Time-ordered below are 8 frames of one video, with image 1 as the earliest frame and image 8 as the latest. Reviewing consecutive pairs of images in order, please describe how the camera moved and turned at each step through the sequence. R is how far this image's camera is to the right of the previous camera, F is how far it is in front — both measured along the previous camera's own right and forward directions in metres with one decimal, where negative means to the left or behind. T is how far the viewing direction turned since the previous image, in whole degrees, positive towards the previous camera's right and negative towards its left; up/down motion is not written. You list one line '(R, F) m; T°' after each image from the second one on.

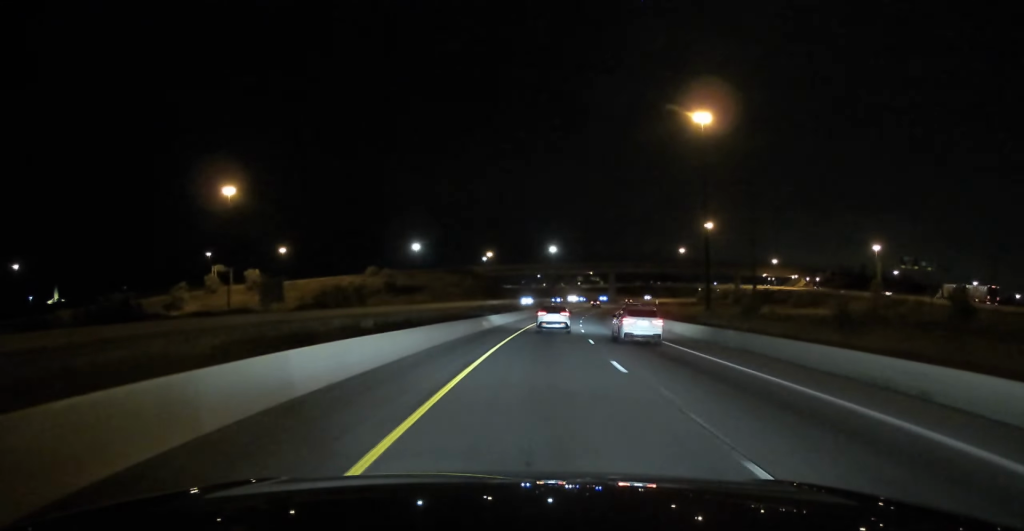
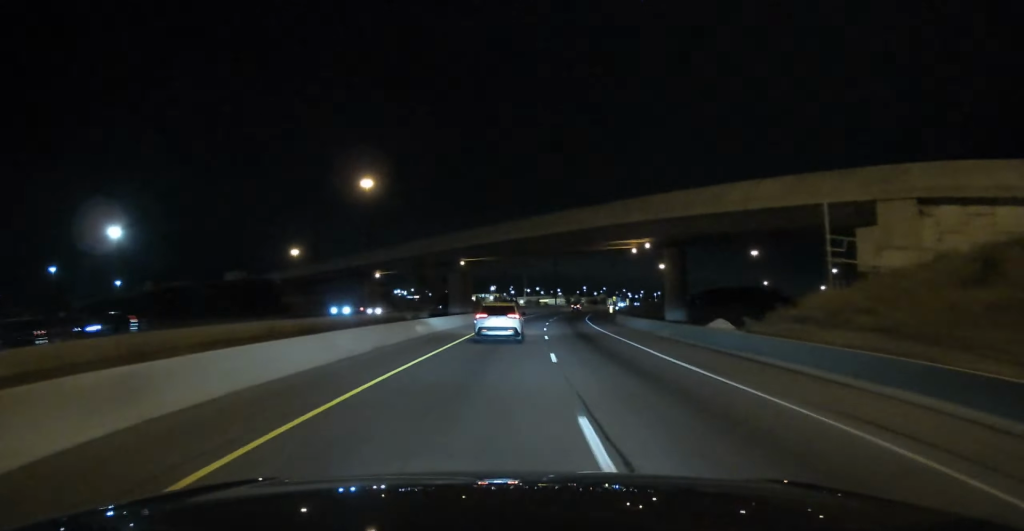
(+72.7, +299.8) m; +27°
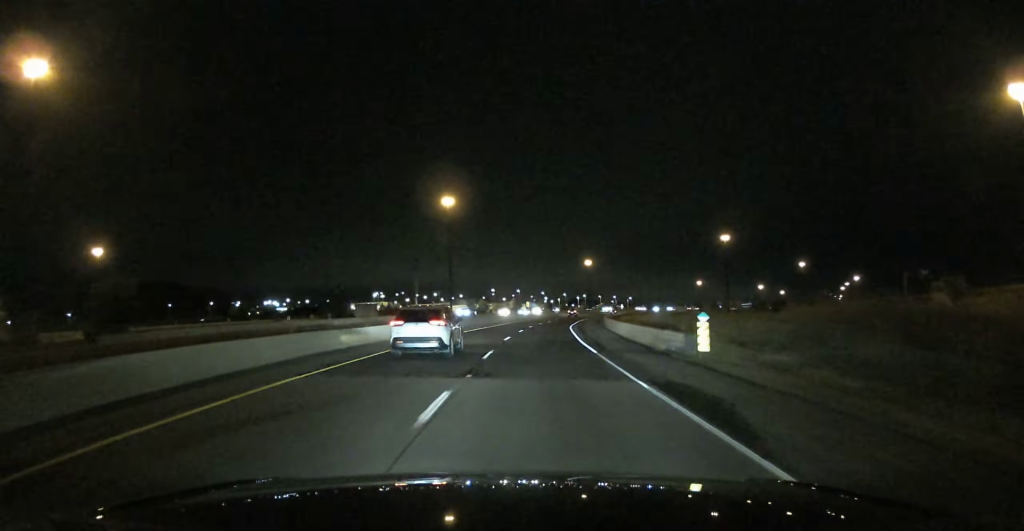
(+10.2, +108.3) m; +9°
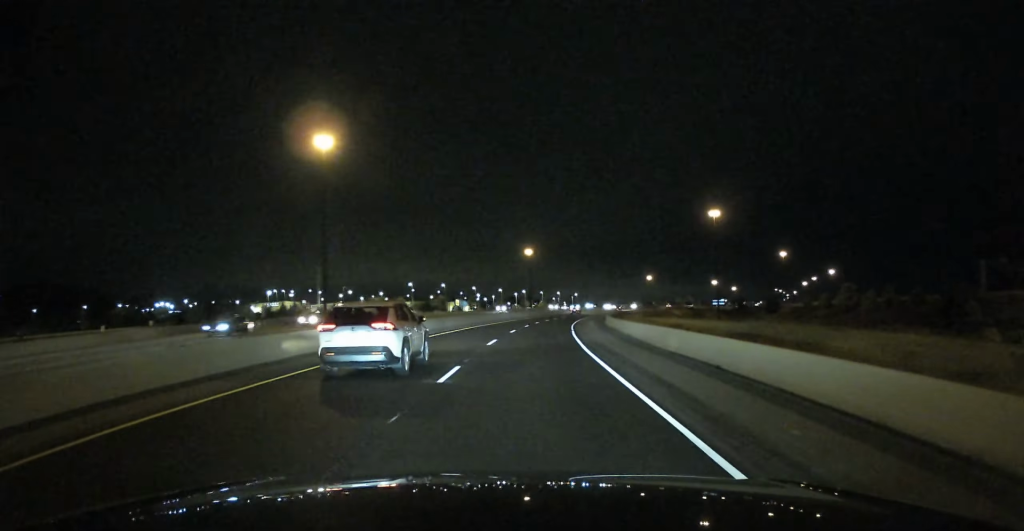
(+0.4, +73.5) m; +6°
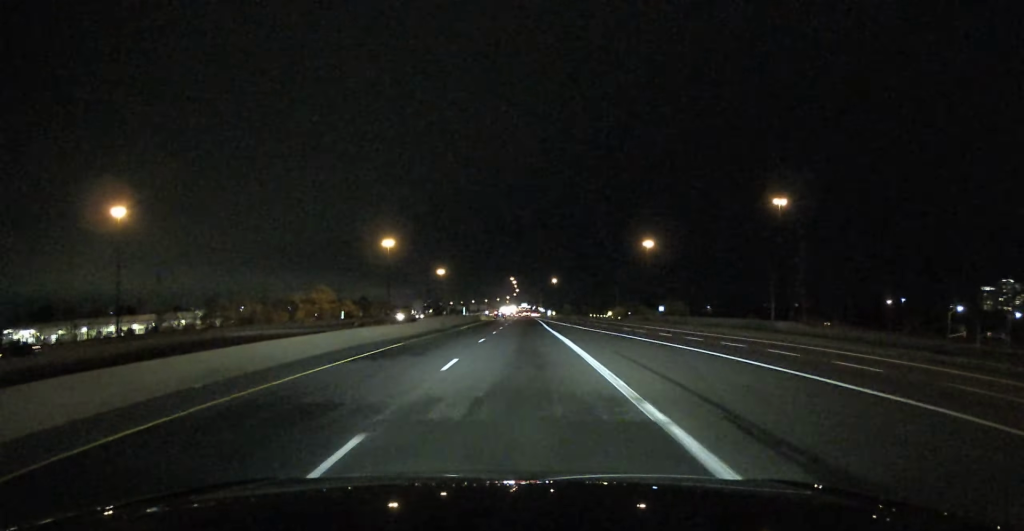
(+131.7, +487.3) m; +20°
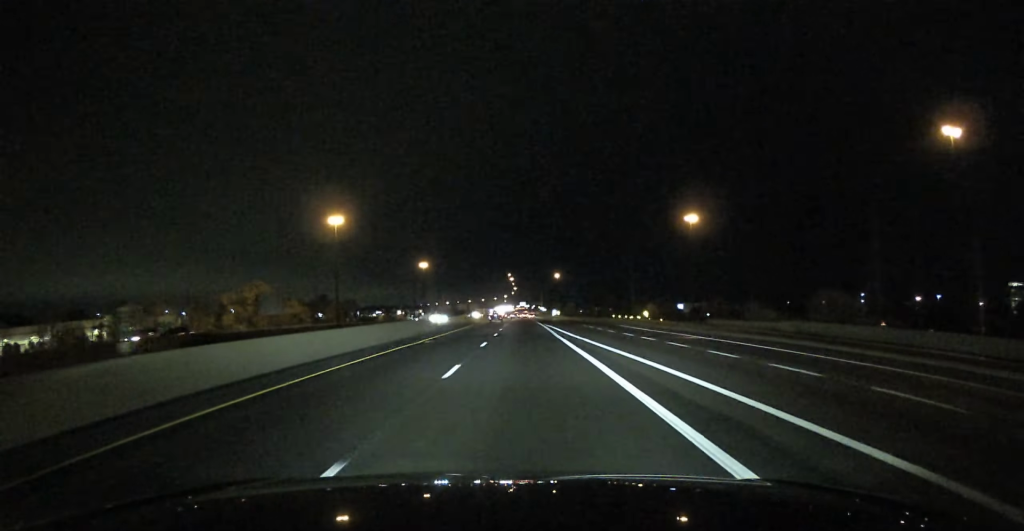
(+0.1, +74.8) m; 0°
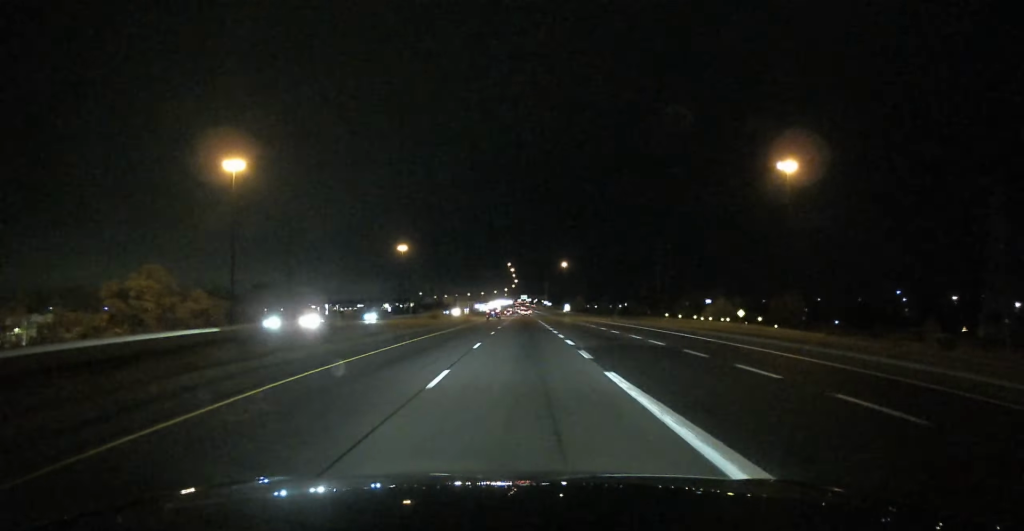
(+0.2, +76.6) m; 0°
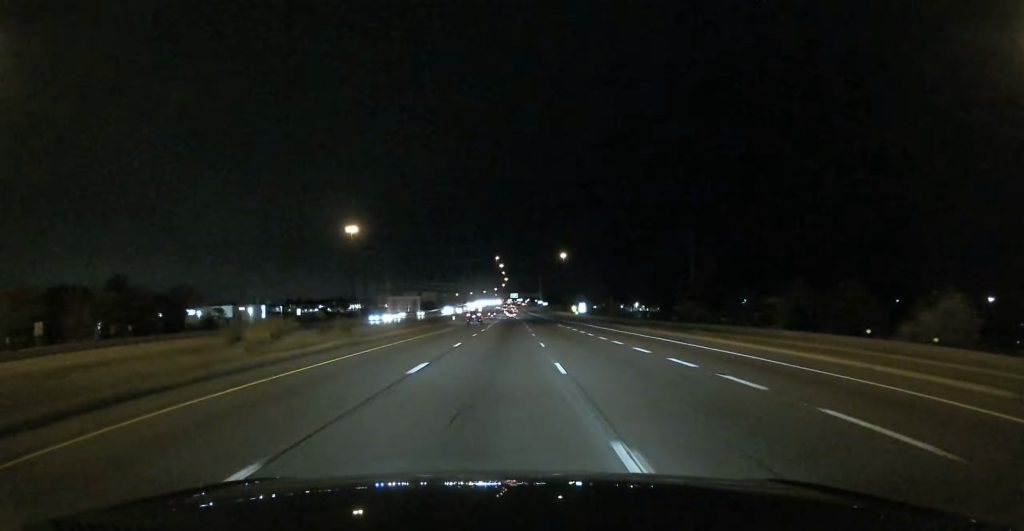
(+0.5, +83.1) m; 0°
